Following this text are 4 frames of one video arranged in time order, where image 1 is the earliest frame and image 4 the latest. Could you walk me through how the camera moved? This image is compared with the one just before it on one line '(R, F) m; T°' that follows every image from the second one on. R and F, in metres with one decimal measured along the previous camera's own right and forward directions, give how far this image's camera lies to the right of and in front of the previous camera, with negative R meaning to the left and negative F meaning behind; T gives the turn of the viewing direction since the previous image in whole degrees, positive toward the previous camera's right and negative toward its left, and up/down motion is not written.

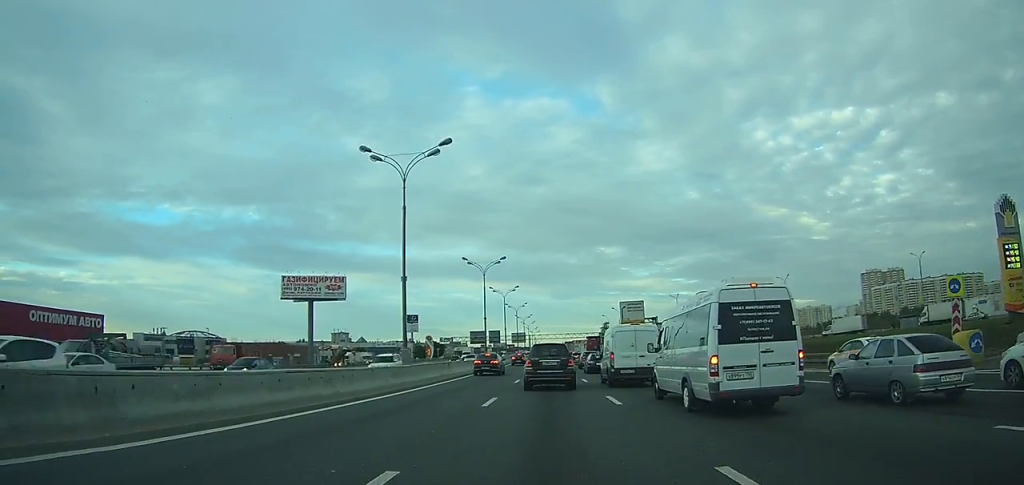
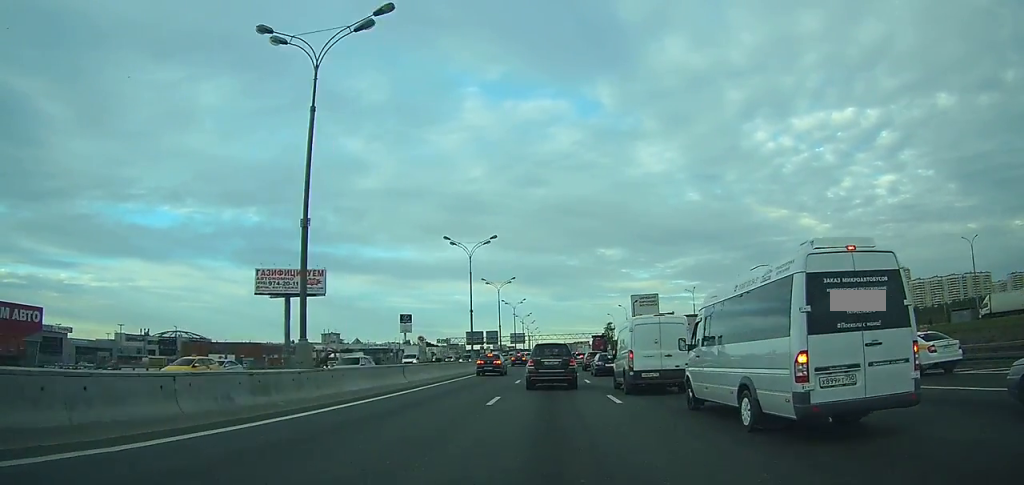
(0.0, +13.7) m; 0°
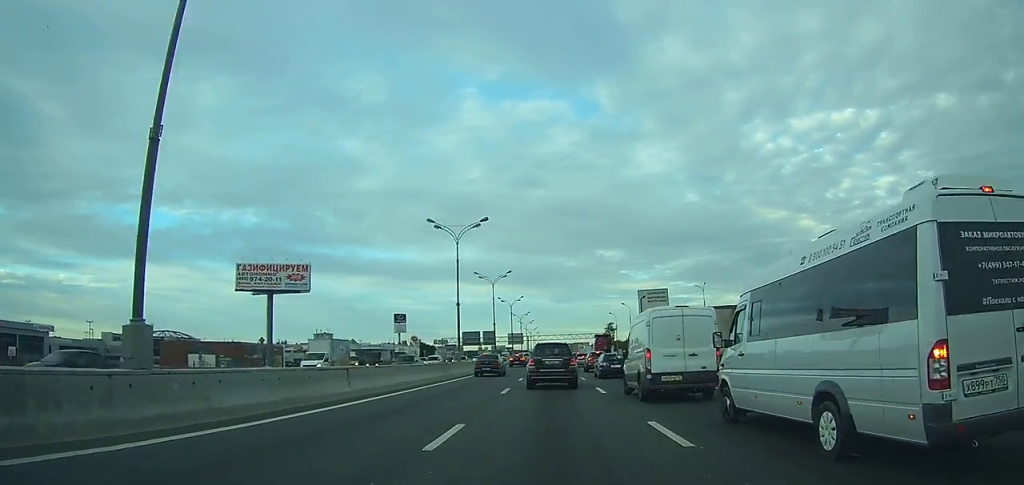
(0.0, +8.0) m; 0°
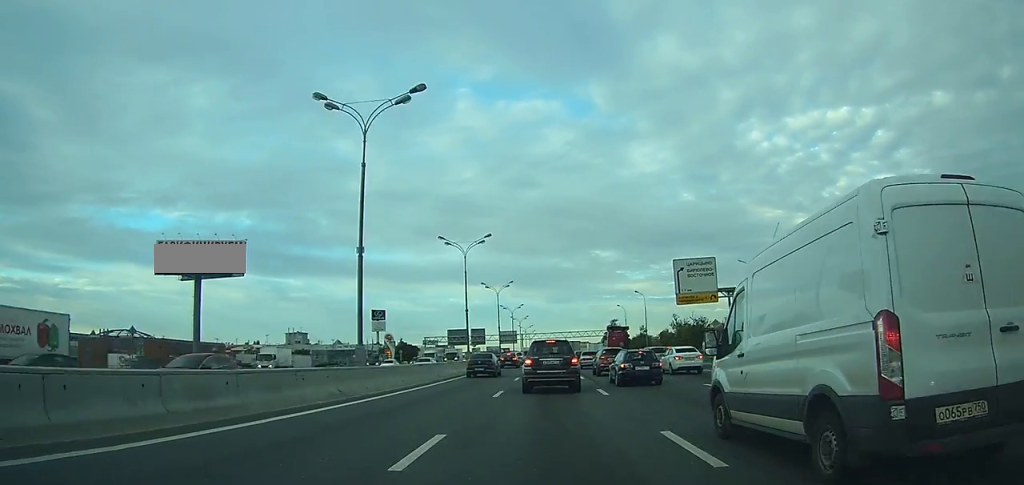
(-0.1, +23.8) m; 0°
